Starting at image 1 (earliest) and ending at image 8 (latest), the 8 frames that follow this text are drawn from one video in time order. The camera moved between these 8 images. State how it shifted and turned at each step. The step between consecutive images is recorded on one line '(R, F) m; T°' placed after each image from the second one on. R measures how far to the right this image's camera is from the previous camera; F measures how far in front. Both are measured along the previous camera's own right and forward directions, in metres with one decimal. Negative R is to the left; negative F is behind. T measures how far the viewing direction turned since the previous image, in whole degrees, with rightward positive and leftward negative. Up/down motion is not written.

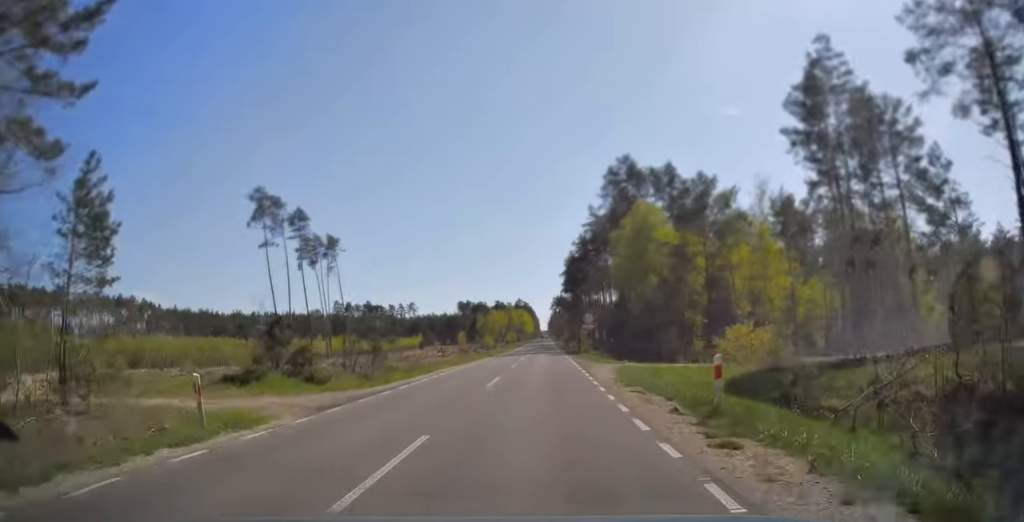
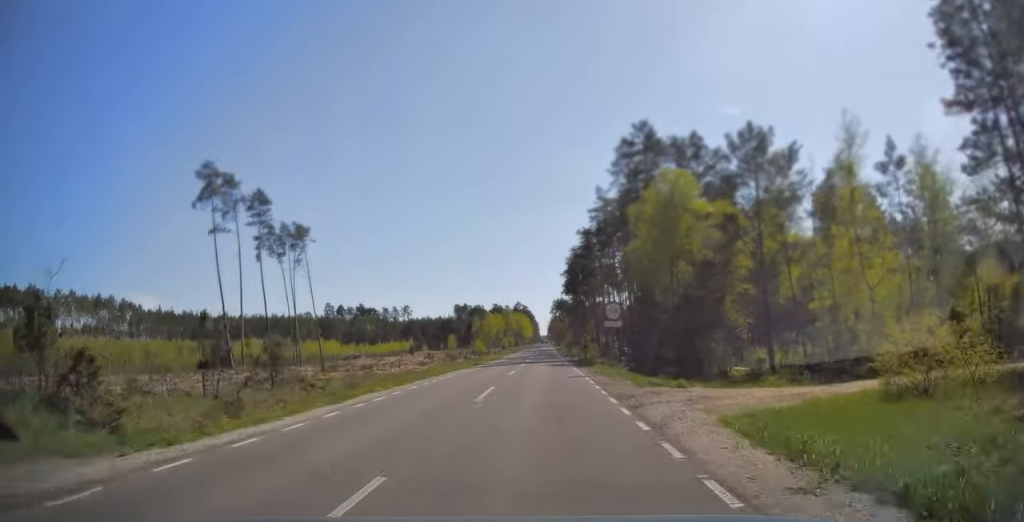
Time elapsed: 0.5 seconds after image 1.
(0.0, +14.2) m; 0°
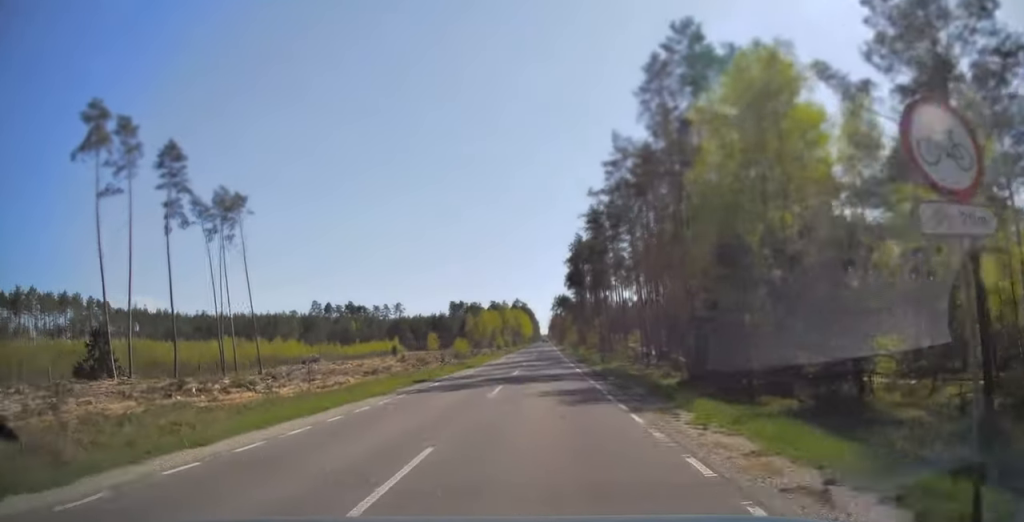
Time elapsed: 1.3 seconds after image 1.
(0.0, +21.5) m; 0°
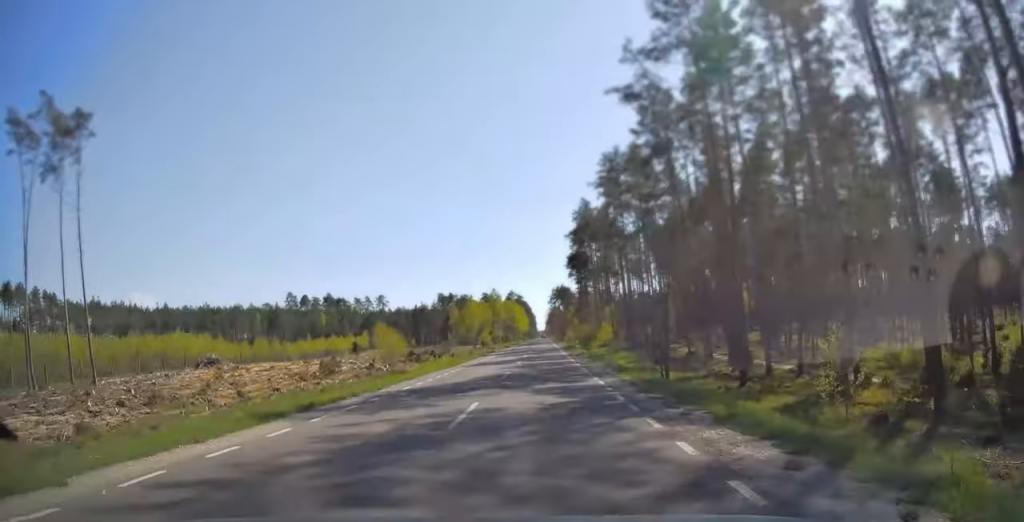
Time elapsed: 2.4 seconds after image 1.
(0.0, +30.3) m; 0°
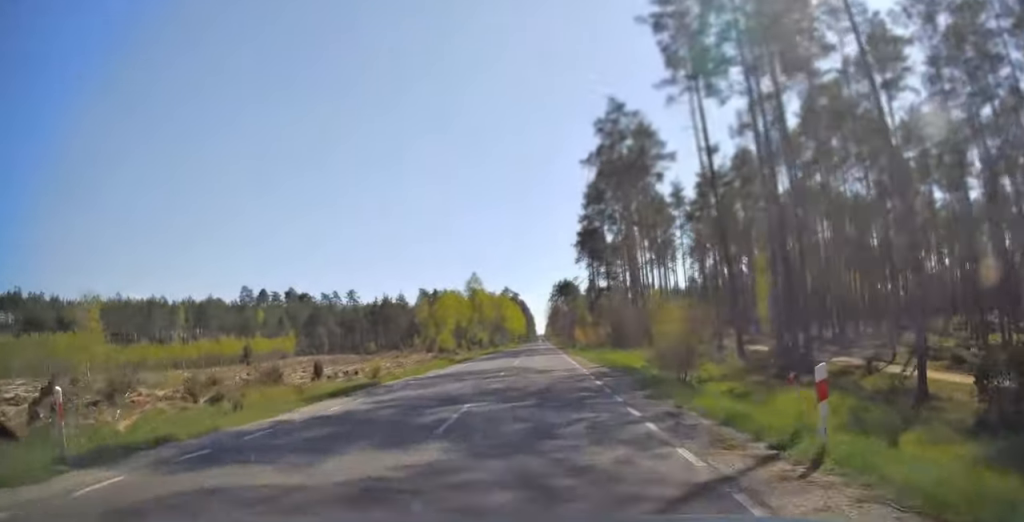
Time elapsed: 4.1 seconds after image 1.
(+0.2, +47.9) m; 0°
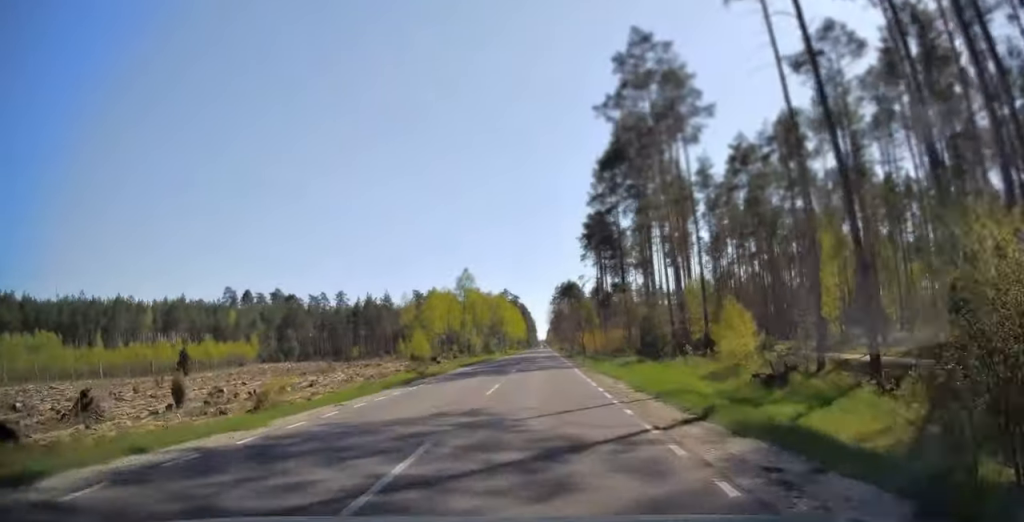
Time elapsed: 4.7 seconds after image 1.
(0.0, +16.1) m; 0°
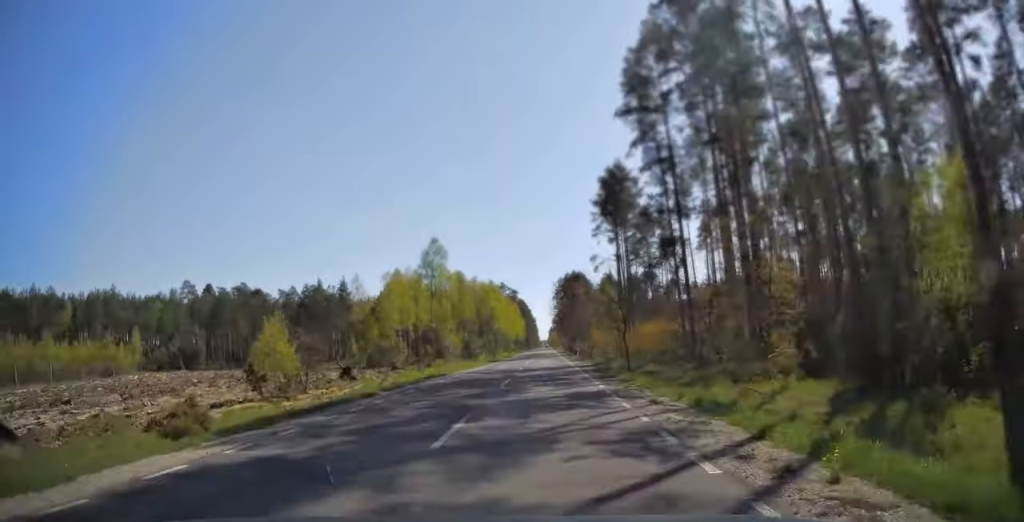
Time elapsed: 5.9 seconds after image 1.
(-0.1, +32.1) m; 0°
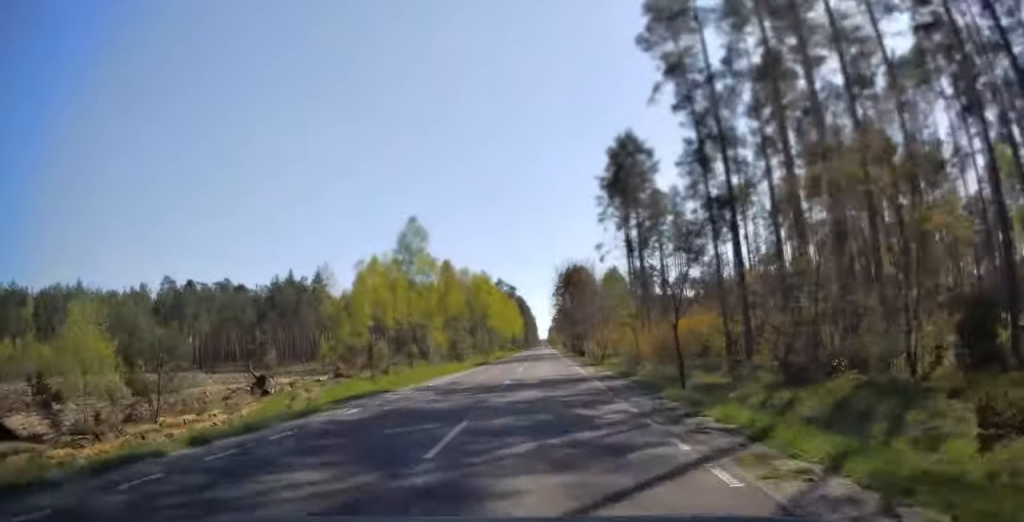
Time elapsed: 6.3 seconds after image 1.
(0.0, +12.4) m; 0°
